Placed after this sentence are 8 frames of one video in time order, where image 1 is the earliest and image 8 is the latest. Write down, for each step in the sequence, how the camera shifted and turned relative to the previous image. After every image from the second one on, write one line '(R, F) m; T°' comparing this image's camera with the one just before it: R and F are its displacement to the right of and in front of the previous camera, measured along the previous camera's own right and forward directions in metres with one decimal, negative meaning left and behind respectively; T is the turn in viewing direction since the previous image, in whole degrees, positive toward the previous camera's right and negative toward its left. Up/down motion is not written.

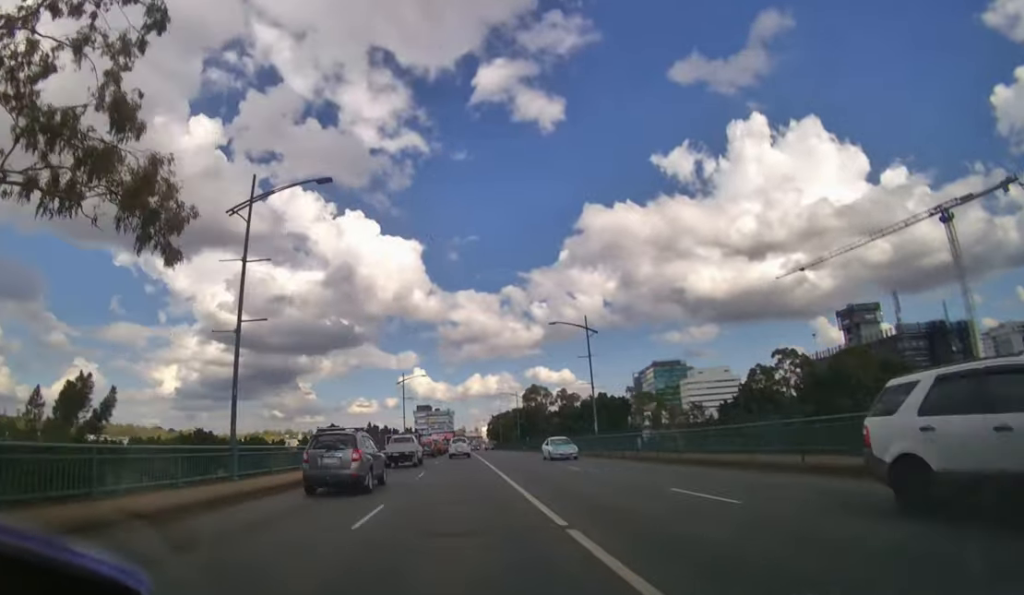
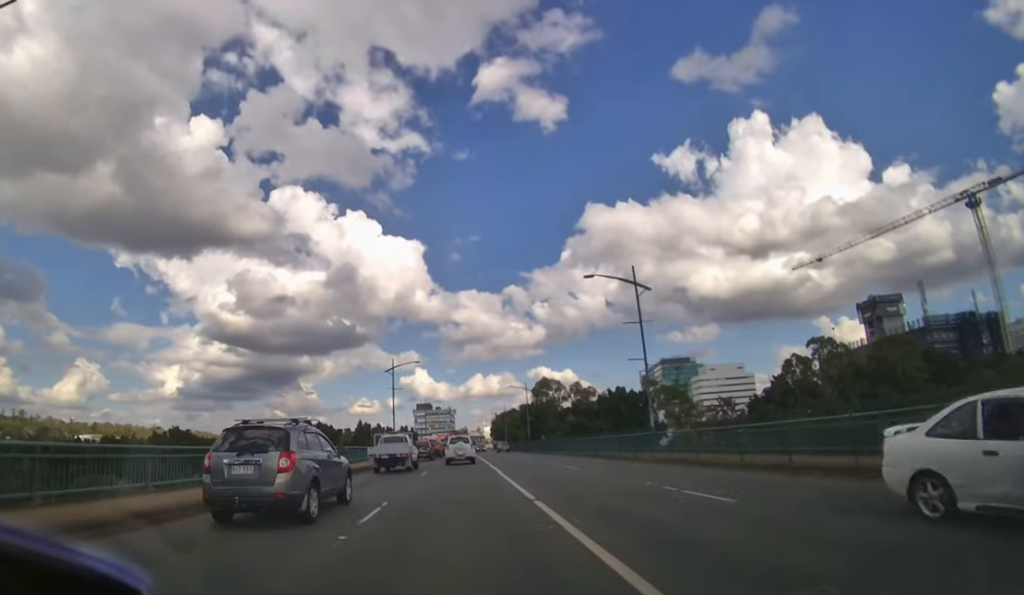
(0.0, +11.8) m; 0°
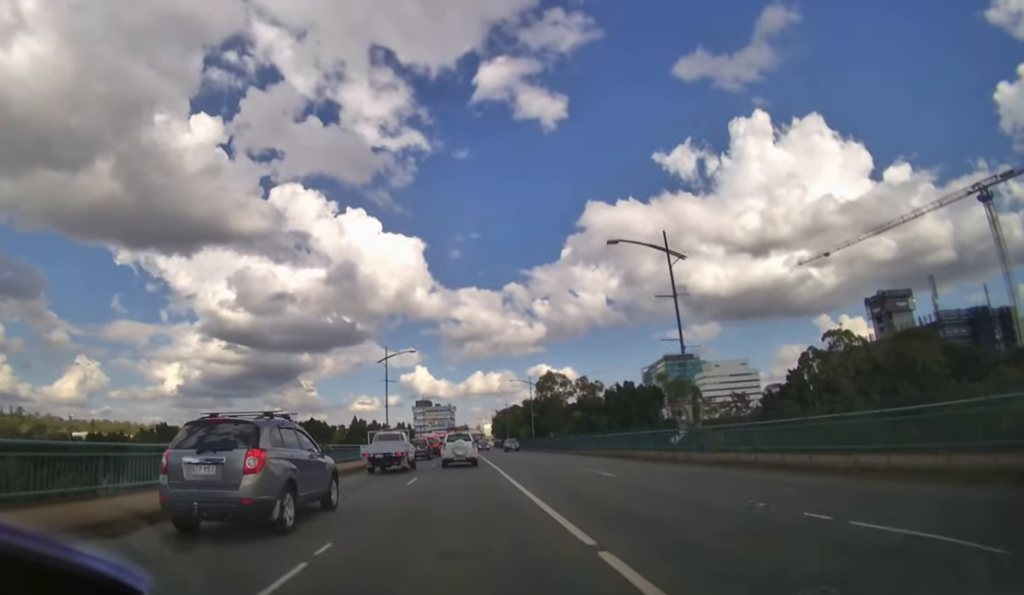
(0.0, +4.9) m; 0°
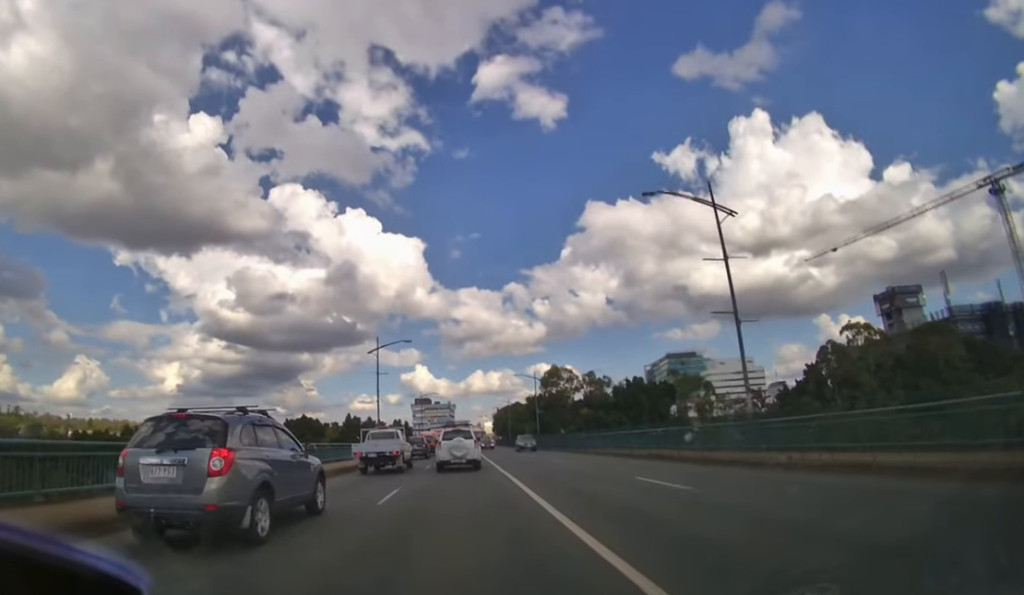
(0.0, +5.2) m; 0°
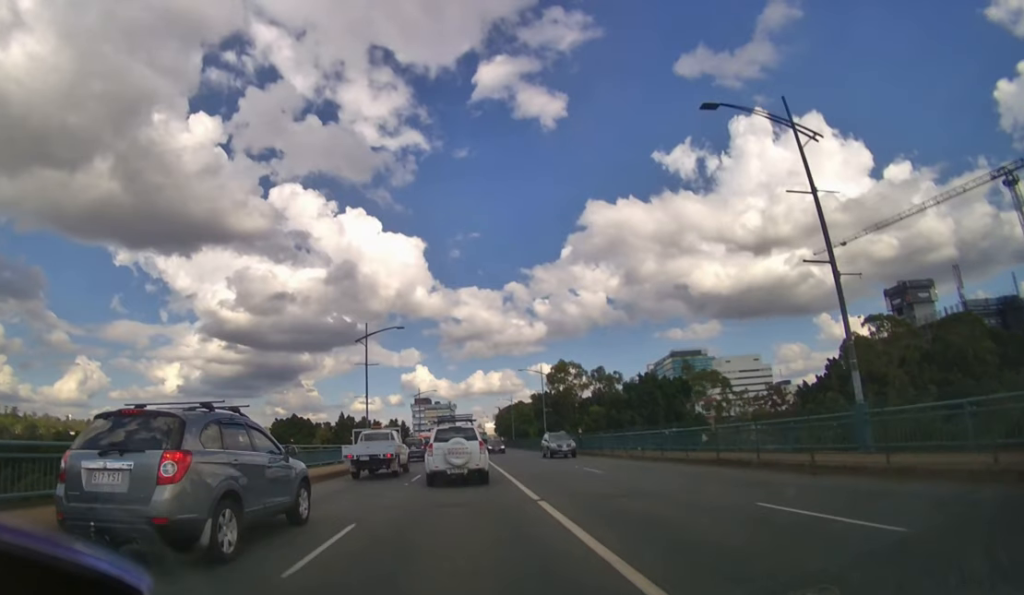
(0.0, +5.2) m; 0°
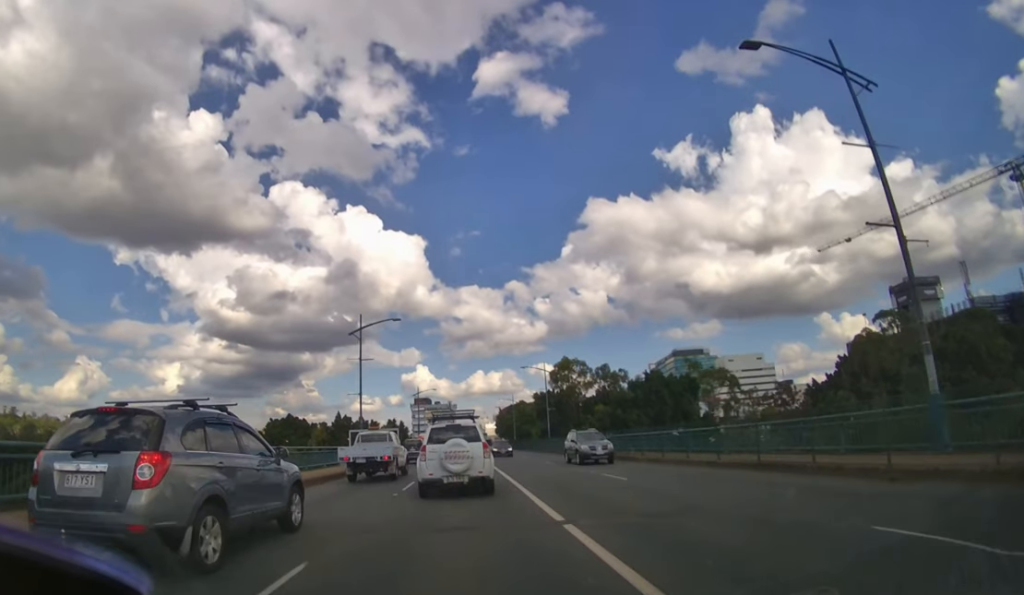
(0.0, +2.2) m; +1°
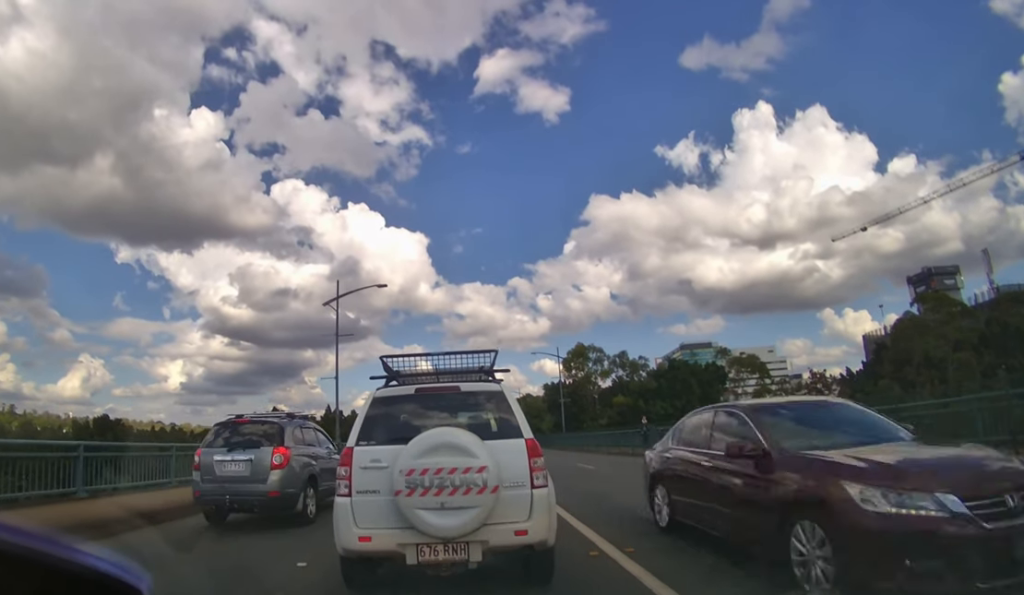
(+0.2, +7.0) m; +2°
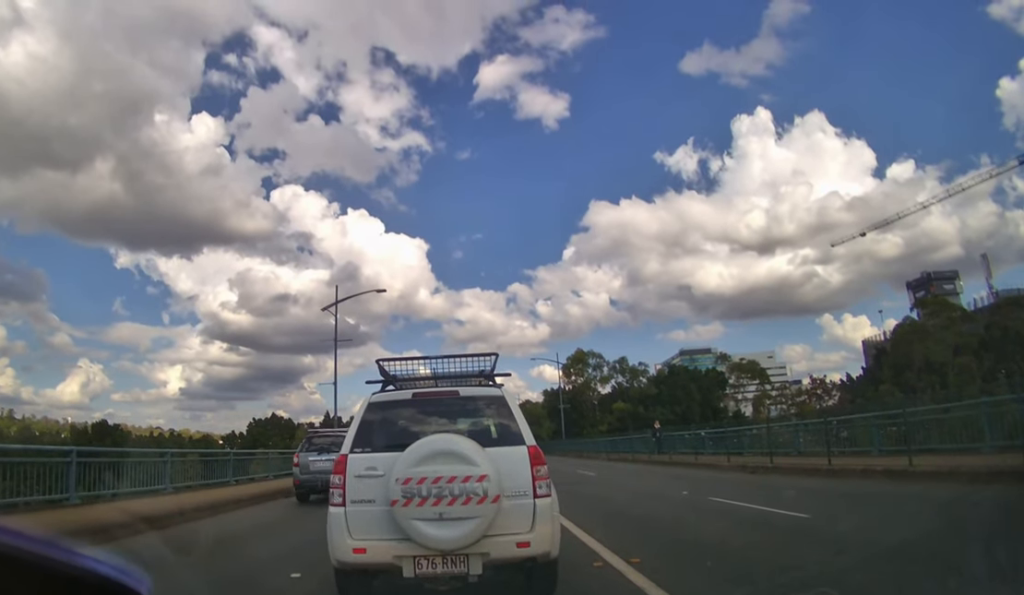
(0.0, +0.5) m; 0°
